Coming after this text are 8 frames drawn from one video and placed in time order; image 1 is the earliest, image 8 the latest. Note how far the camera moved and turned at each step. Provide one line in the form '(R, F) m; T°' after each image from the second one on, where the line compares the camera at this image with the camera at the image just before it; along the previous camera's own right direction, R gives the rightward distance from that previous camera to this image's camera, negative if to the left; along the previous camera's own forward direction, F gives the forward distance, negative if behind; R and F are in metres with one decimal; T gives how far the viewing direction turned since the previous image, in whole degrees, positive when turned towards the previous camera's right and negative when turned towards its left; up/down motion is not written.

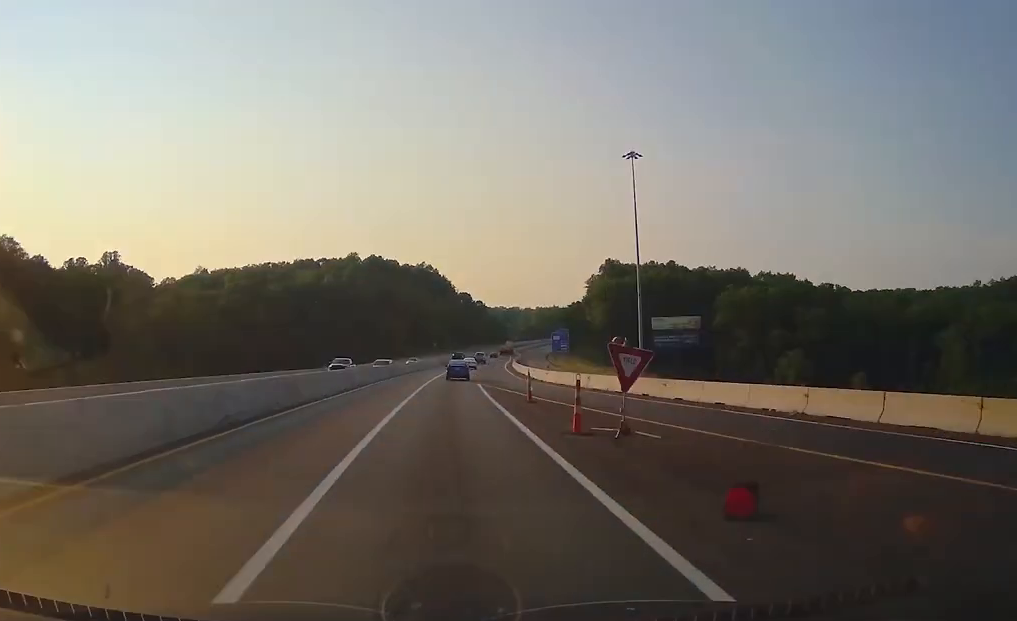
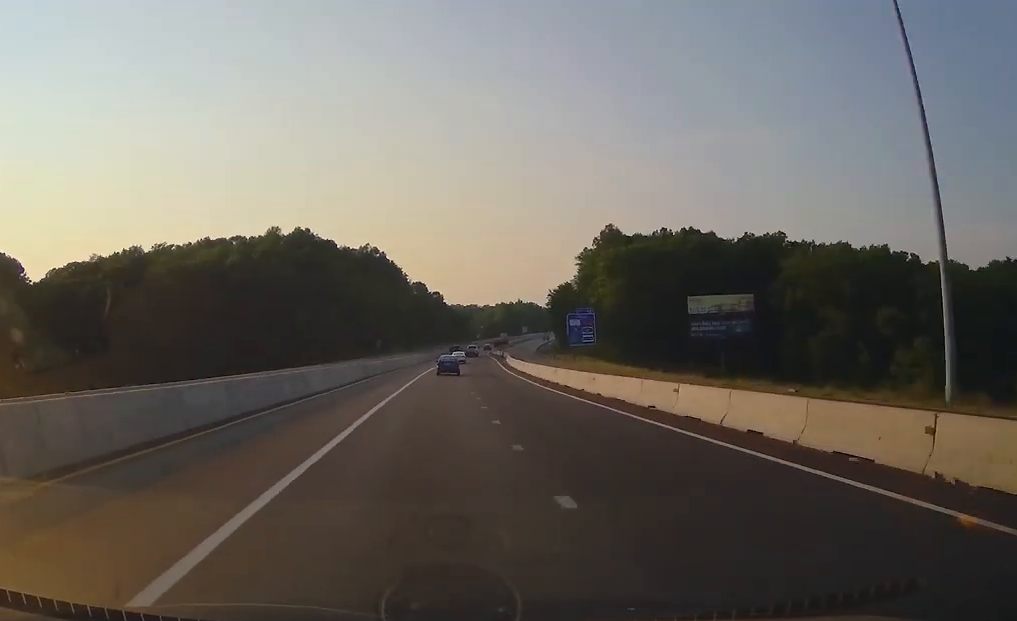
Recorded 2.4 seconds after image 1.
(+1.4, +69.2) m; +3°
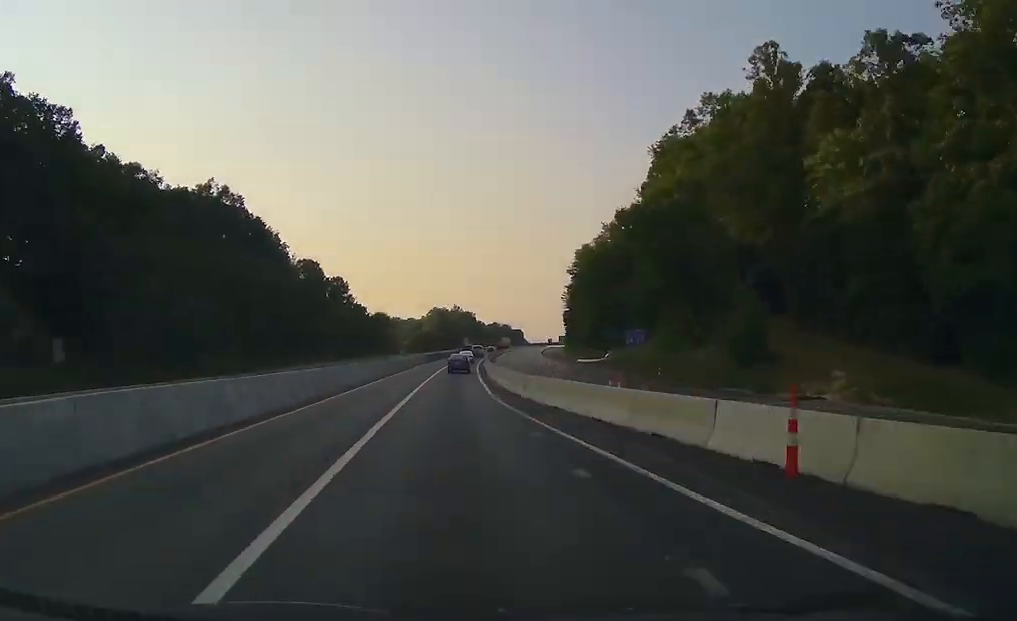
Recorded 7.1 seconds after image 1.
(+9.8, +135.8) m; +8°
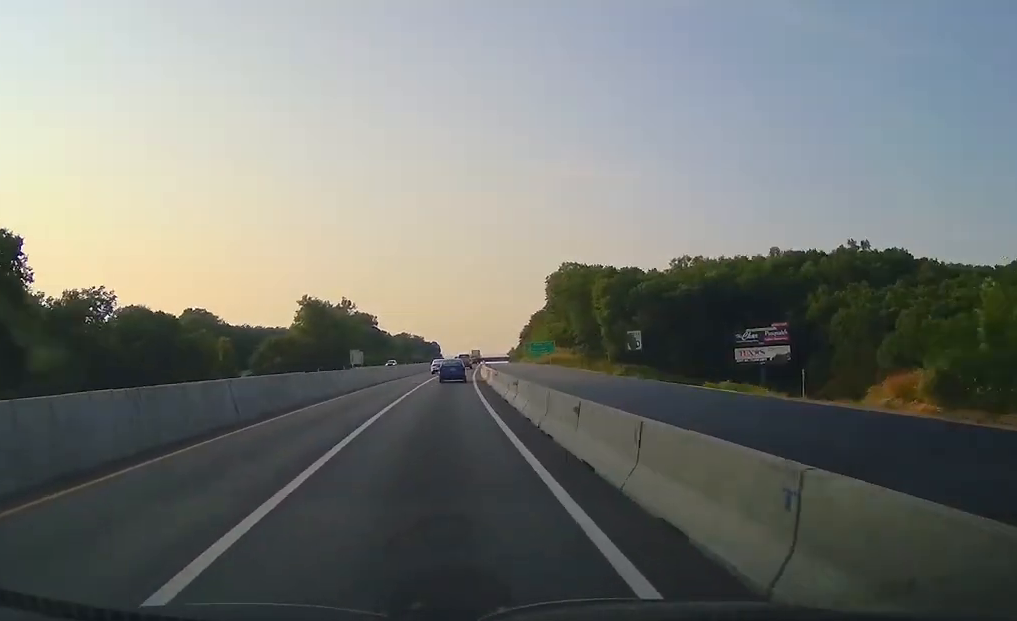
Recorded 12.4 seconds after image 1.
(+10.3, +157.7) m; +6°
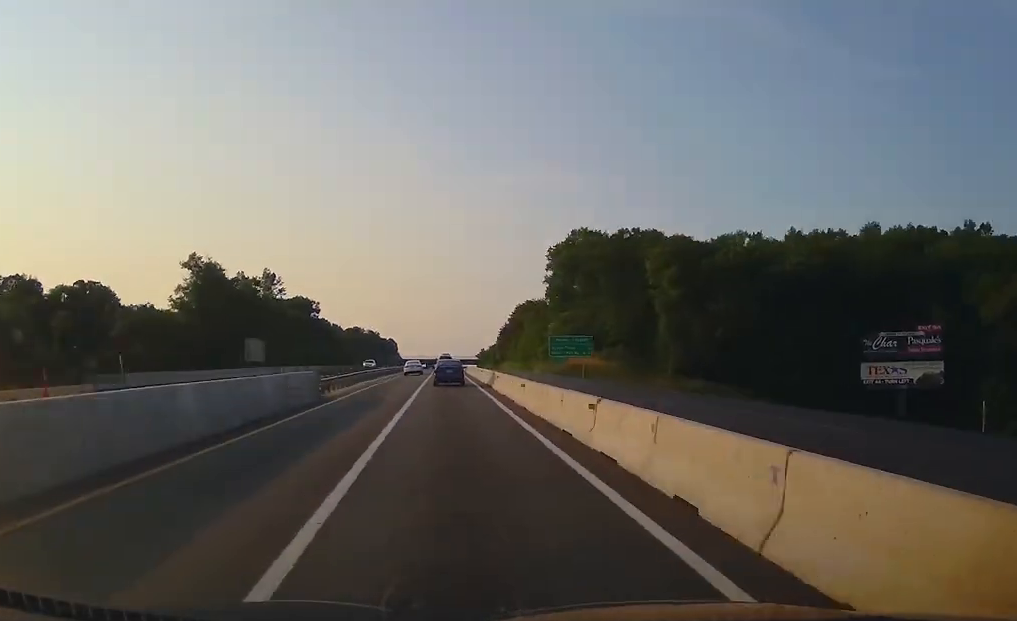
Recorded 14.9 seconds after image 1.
(+1.5, +75.8) m; +1°
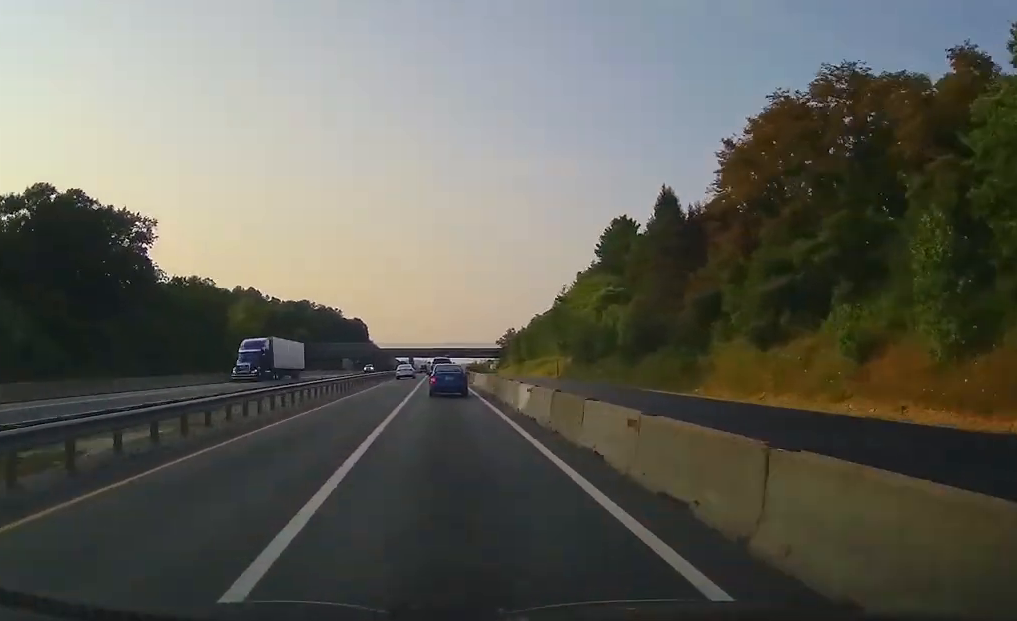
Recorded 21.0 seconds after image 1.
(+2.3, +180.2) m; +1°
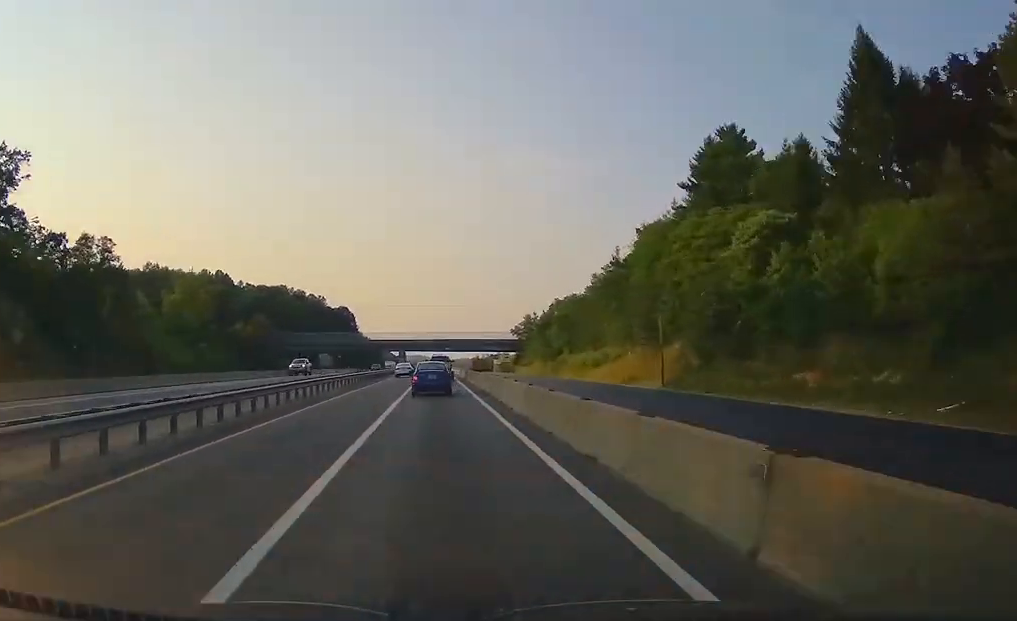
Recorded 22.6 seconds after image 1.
(0.0, +48.3) m; 0°
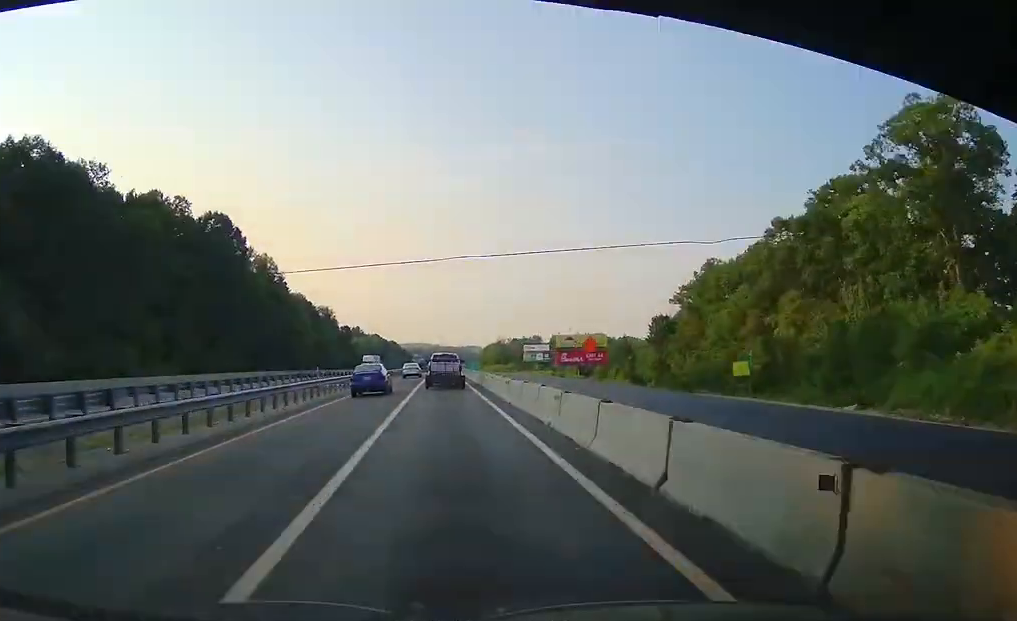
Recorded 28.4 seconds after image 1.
(-1.1, +177.6) m; -1°
